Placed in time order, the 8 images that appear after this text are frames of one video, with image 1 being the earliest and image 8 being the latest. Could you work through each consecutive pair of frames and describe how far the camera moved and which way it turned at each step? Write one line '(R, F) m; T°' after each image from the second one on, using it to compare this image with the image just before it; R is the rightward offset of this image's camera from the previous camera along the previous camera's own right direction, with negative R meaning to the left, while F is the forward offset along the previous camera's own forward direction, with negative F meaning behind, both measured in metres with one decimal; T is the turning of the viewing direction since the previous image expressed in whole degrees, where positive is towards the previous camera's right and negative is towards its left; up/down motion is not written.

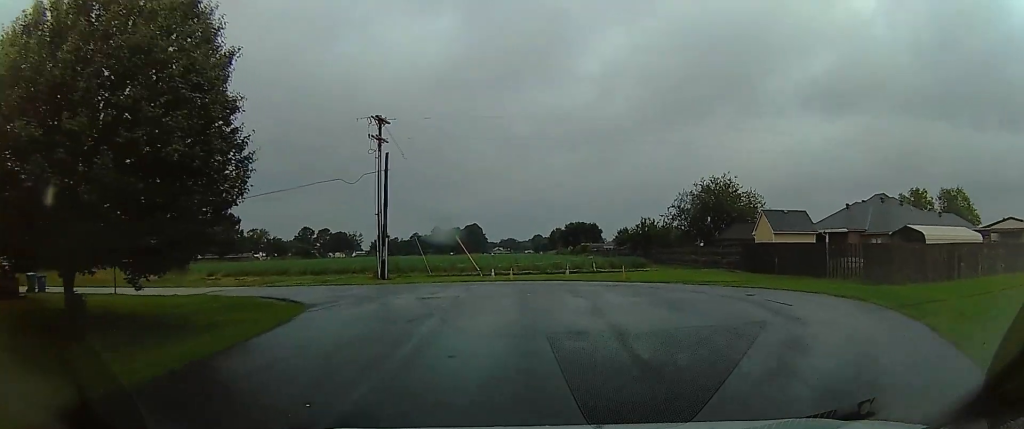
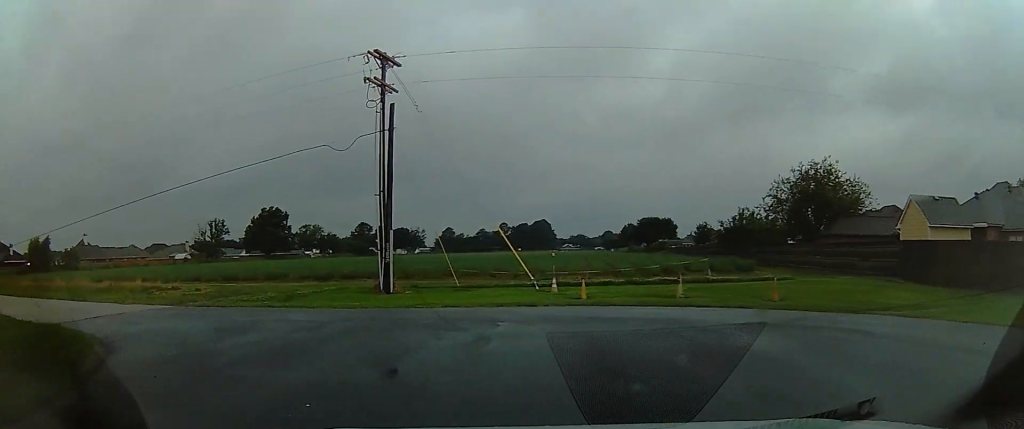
(0.0, +13.1) m; -12°
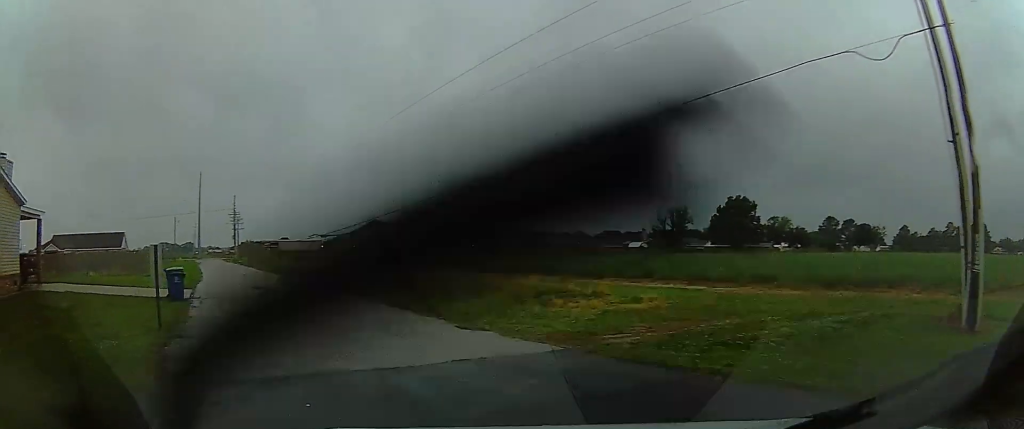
(-4.4, +11.1) m; -40°
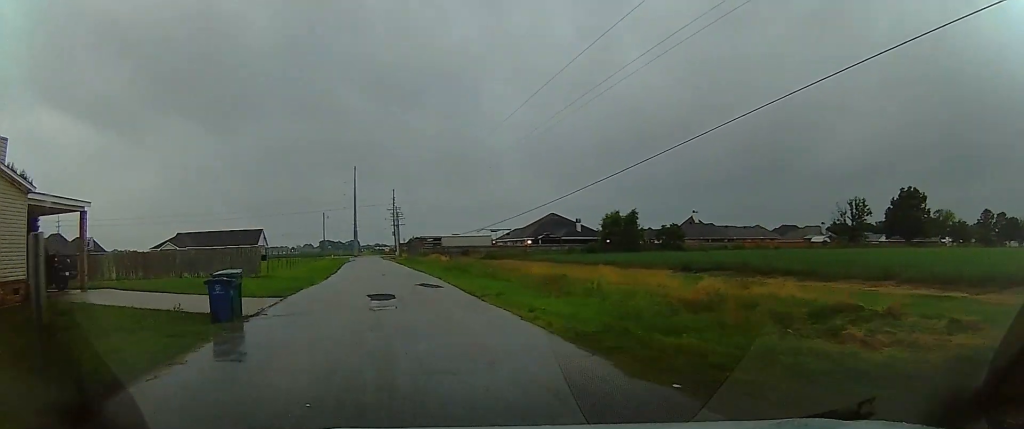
(-1.1, +6.9) m; -15°
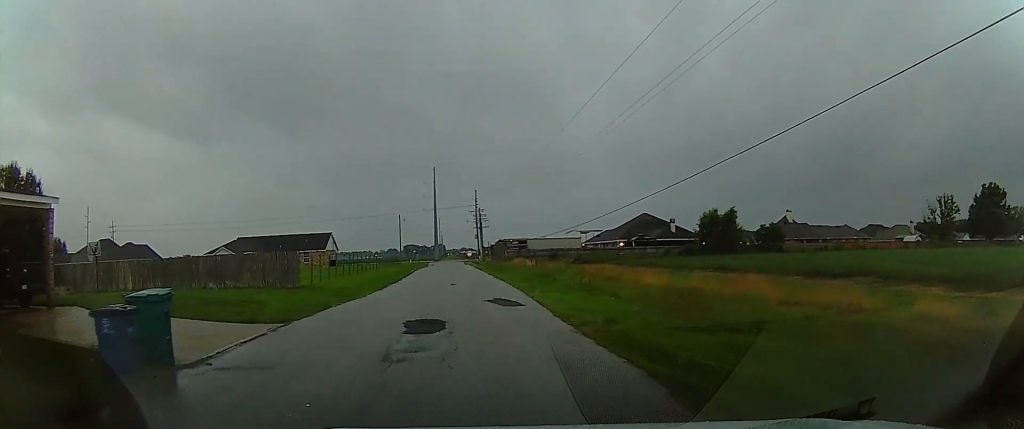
(-0.7, +5.9) m; -7°
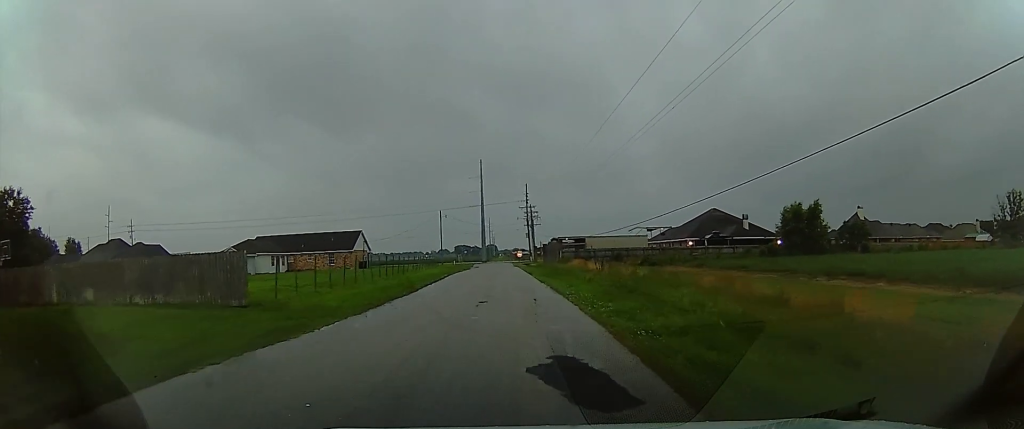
(+0.1, +9.5) m; -8°
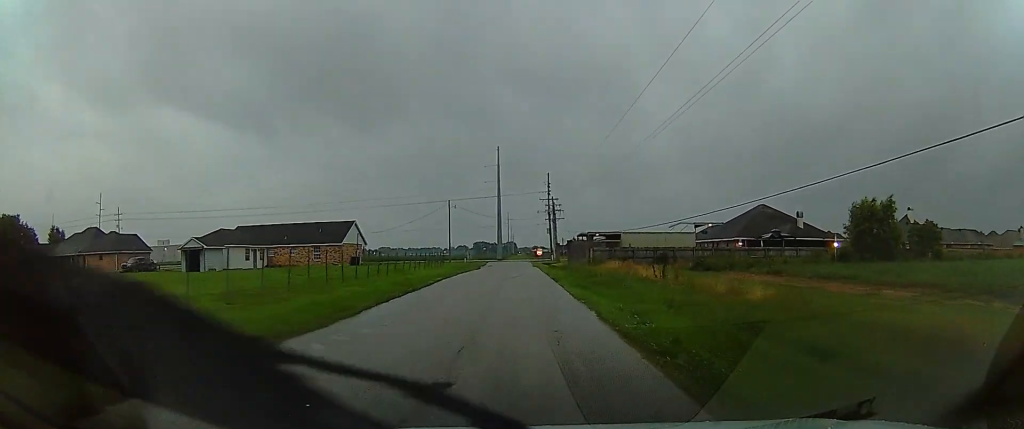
(-1.4, +11.2) m; -7°
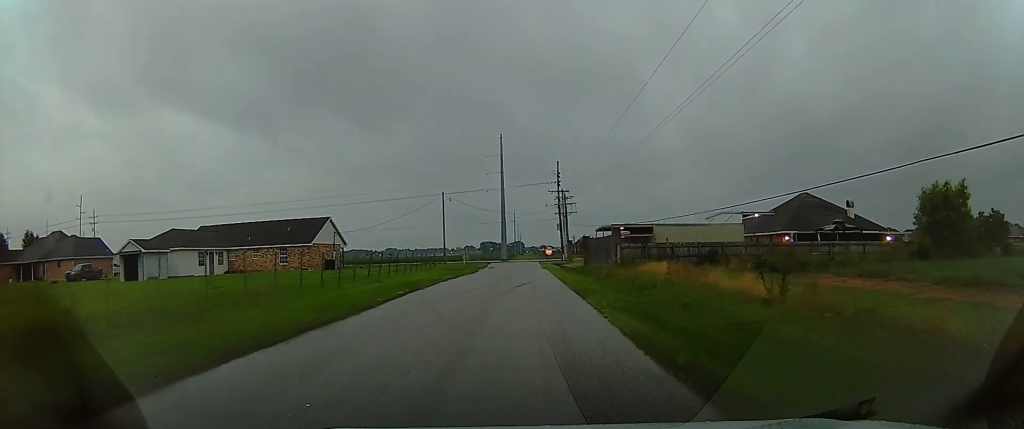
(-0.2, +10.9) m; -1°
